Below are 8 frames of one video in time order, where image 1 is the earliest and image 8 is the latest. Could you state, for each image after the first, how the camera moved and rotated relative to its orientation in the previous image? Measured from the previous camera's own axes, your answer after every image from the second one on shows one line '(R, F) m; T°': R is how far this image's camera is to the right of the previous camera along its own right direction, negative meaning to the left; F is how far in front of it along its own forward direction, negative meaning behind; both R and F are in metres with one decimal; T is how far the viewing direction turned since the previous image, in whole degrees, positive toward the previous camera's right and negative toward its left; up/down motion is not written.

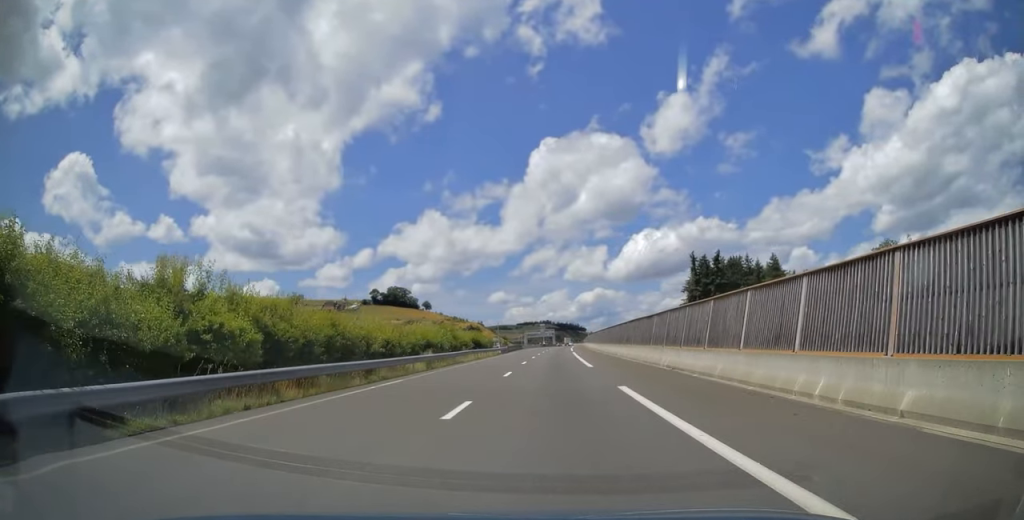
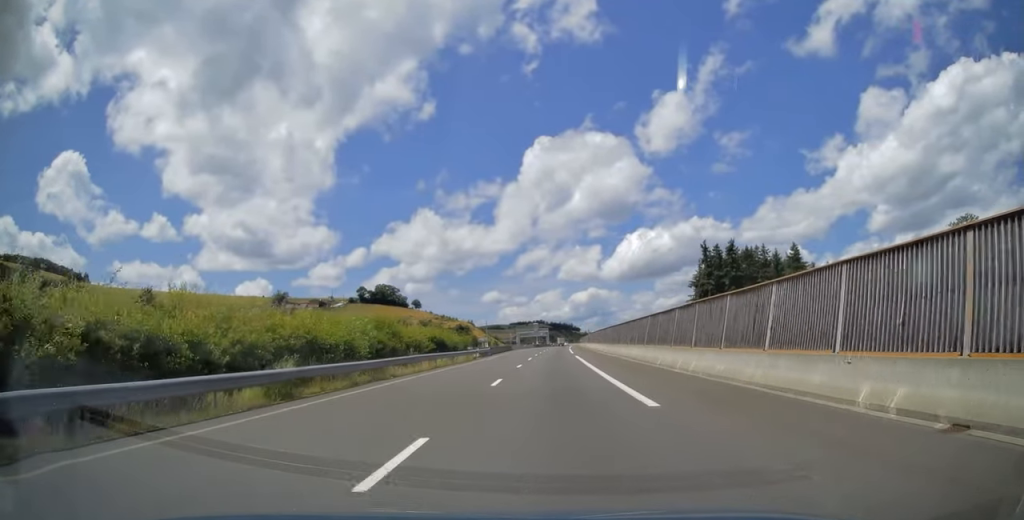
(+0.2, +18.0) m; +1°
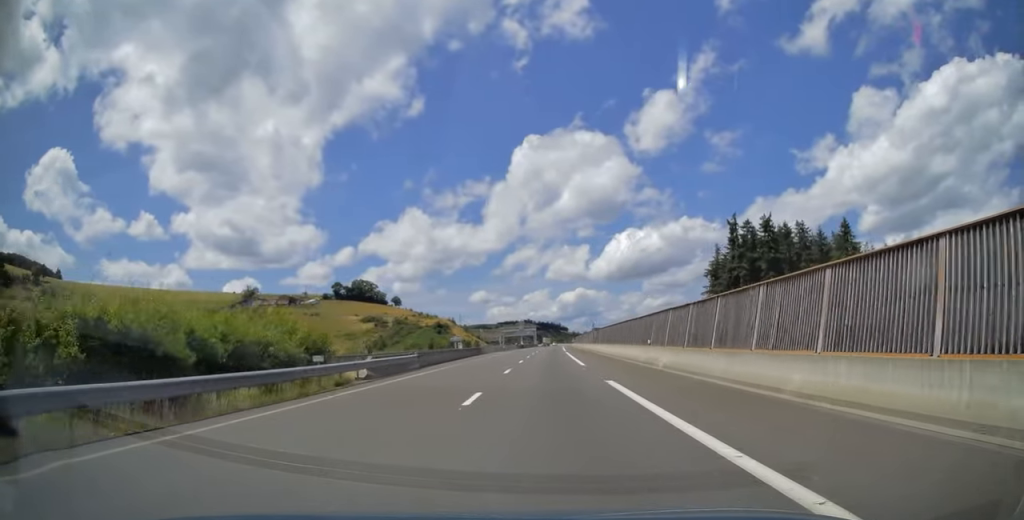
(+0.1, +31.4) m; +1°
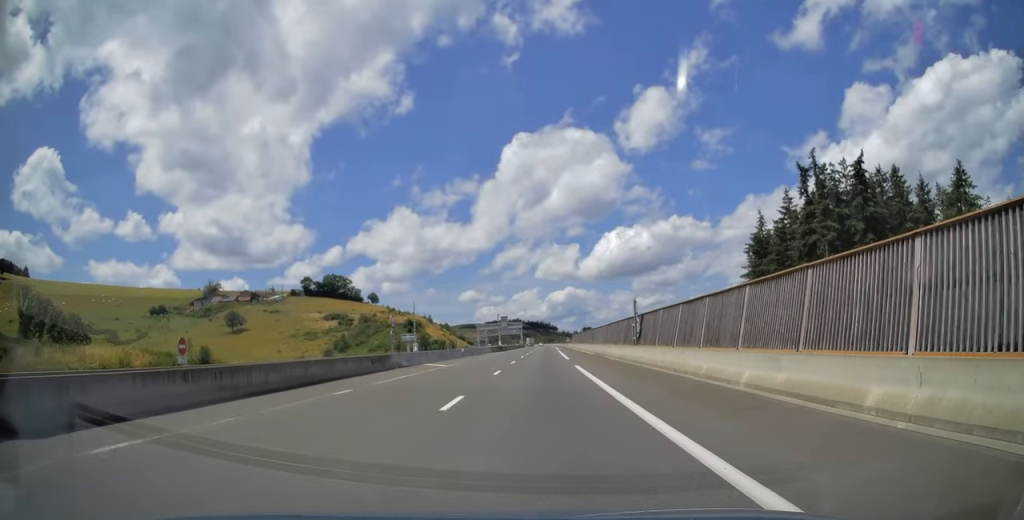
(+0.4, +39.7) m; +1°
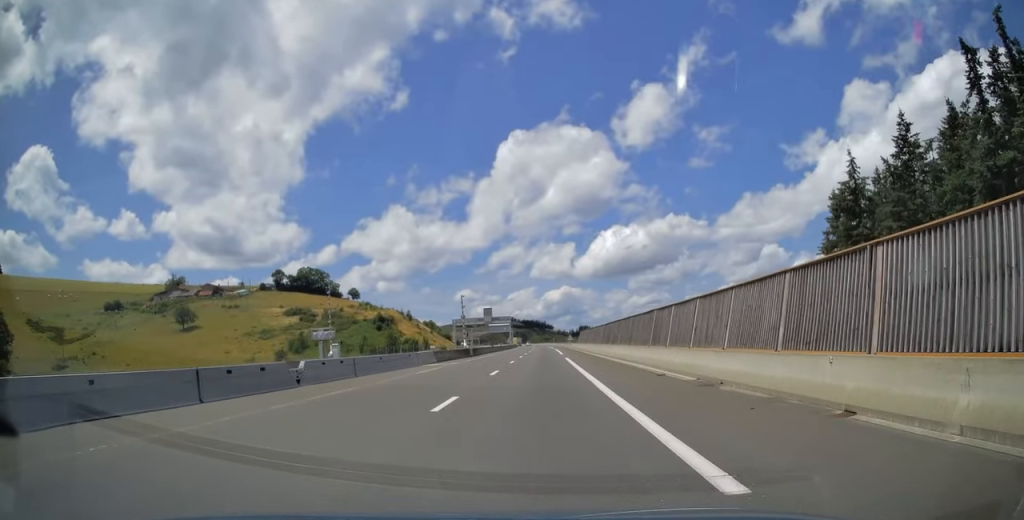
(+0.1, +39.2) m; 0°
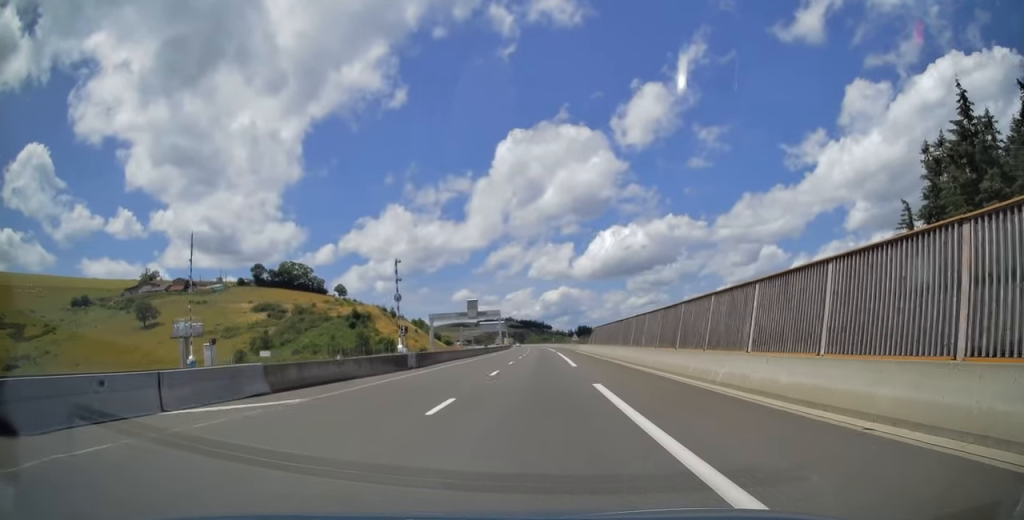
(0.0, +26.3) m; +1°
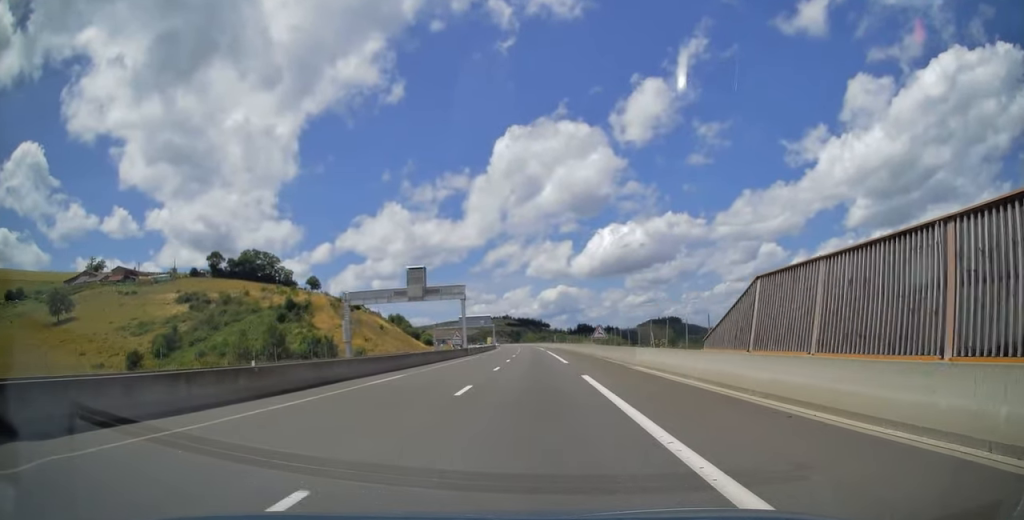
(+0.4, +47.9) m; 0°
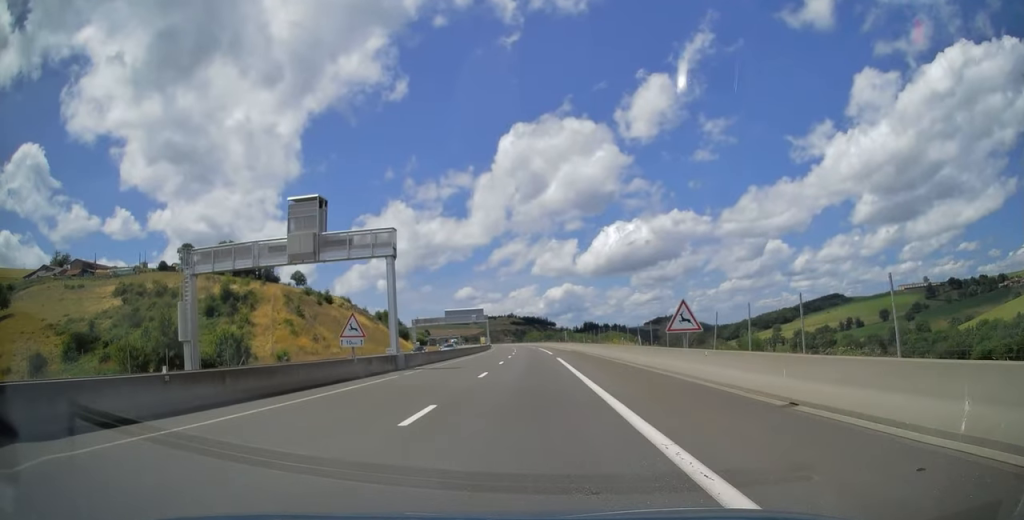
(-0.4, +31.4) m; -1°
